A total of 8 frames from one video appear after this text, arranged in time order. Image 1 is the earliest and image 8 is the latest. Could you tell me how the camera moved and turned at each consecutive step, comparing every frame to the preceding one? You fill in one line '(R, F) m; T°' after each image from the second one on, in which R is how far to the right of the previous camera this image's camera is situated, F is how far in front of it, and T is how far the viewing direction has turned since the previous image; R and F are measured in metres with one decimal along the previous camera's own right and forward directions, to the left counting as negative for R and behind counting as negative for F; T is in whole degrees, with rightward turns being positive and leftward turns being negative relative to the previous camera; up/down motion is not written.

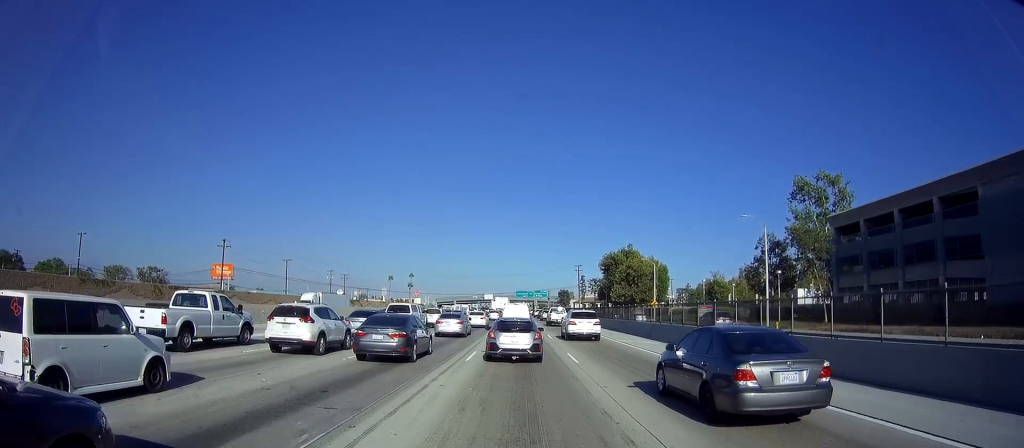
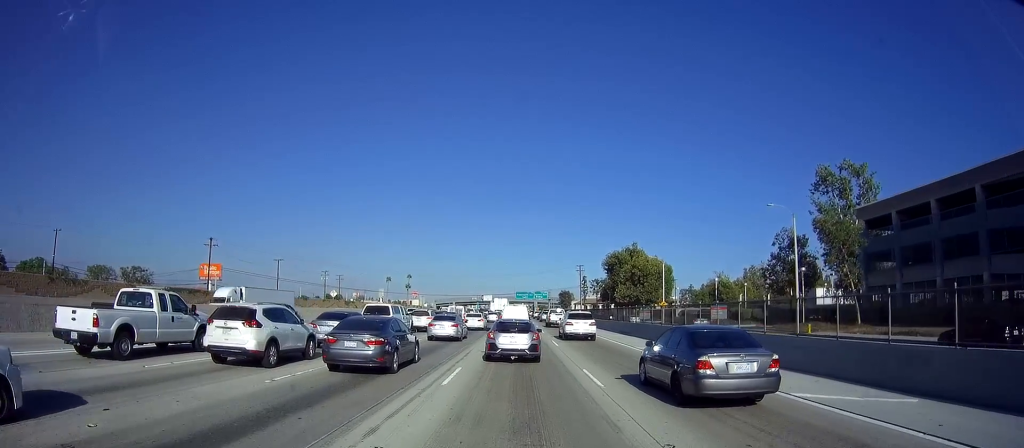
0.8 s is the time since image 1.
(0.0, +5.1) m; 0°
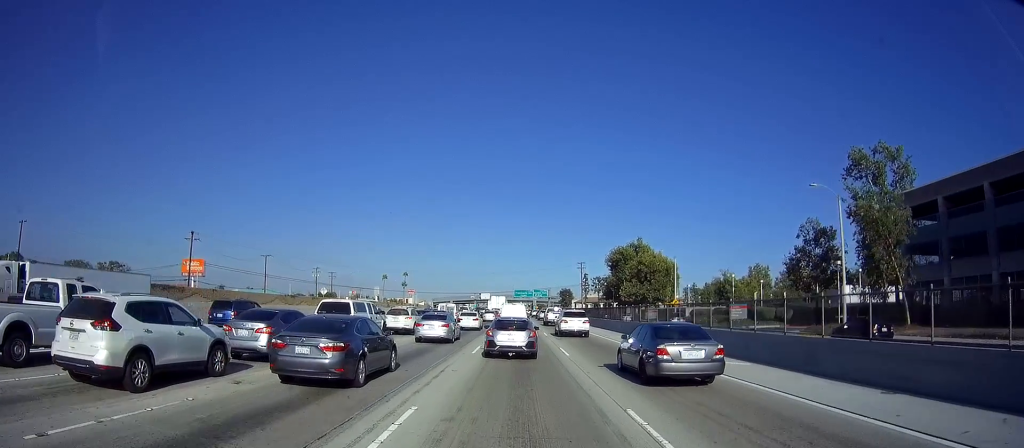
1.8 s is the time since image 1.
(0.0, +6.6) m; -1°
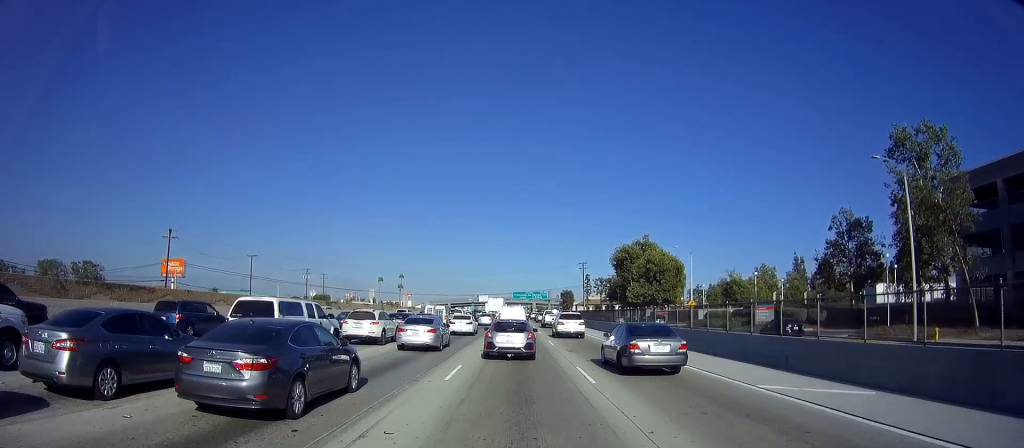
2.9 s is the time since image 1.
(-0.1, +7.4) m; 0°
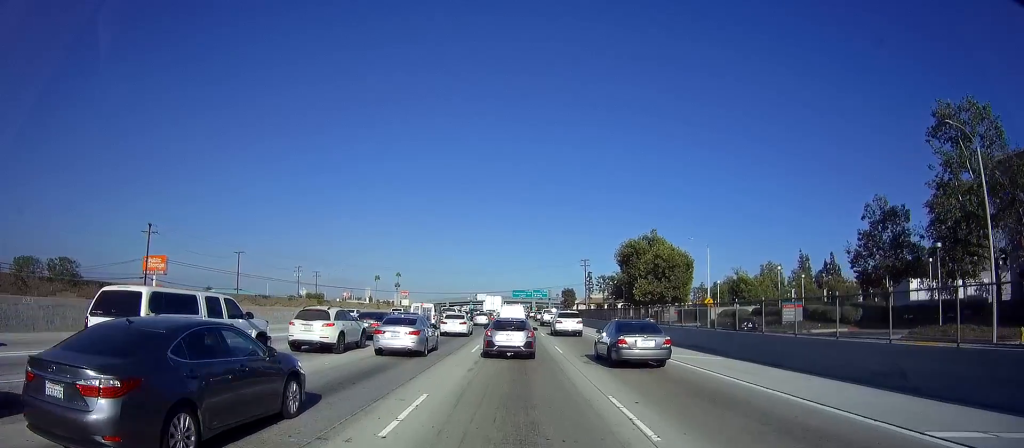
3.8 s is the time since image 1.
(0.0, +6.1) m; 0°
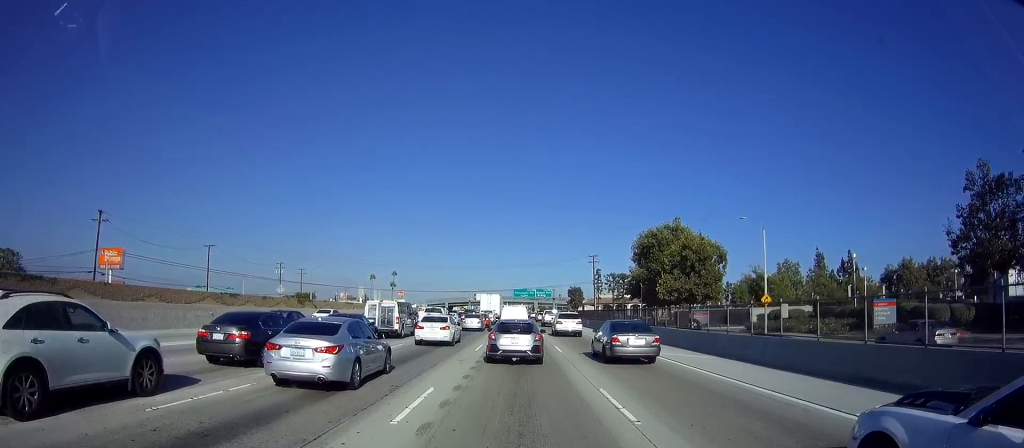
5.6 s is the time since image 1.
(+0.3, +13.4) m; 0°
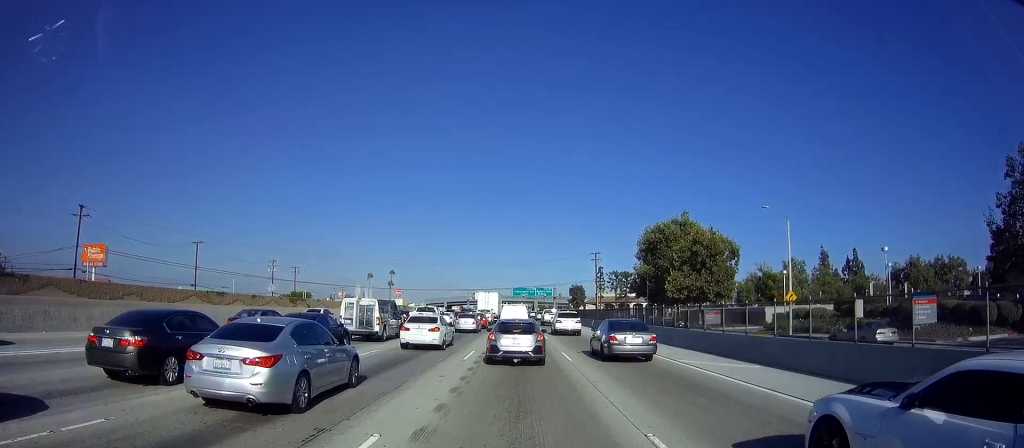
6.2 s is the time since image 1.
(-0.2, +4.1) m; 0°
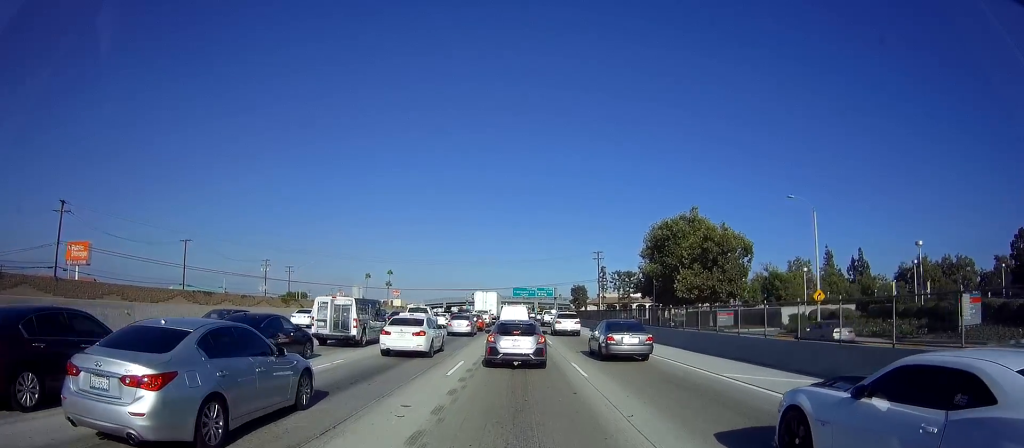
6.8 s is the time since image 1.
(-0.1, +3.8) m; 0°
